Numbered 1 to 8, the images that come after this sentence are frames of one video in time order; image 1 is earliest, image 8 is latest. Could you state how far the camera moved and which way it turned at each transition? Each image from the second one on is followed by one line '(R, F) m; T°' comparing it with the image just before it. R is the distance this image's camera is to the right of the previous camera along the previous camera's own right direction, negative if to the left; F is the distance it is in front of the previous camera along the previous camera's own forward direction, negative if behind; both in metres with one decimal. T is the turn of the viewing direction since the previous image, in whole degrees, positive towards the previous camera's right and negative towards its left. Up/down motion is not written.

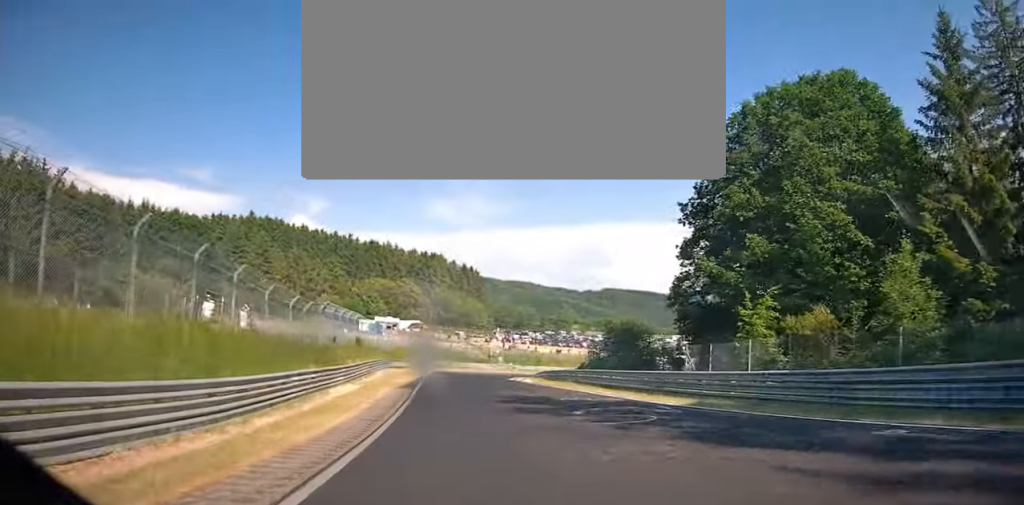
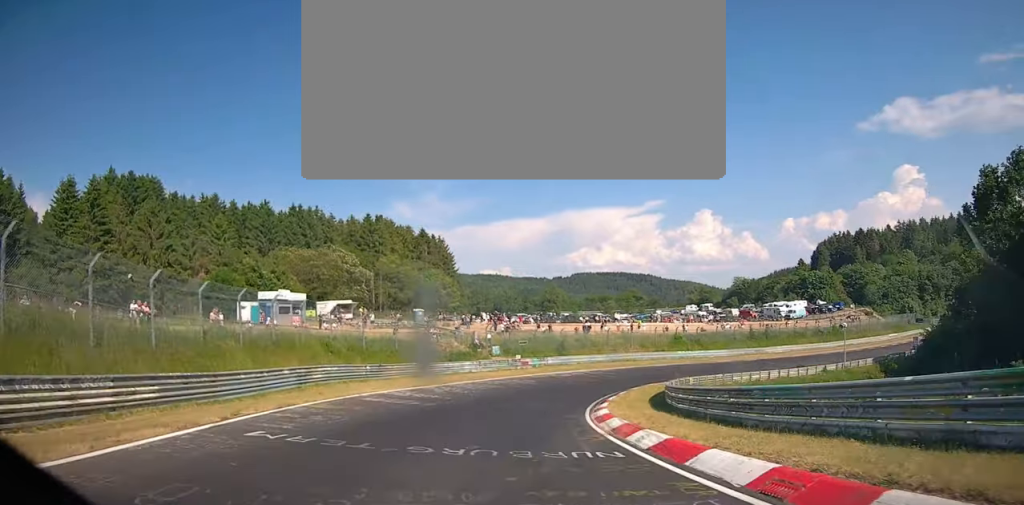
(+1.7, +53.0) m; +8°
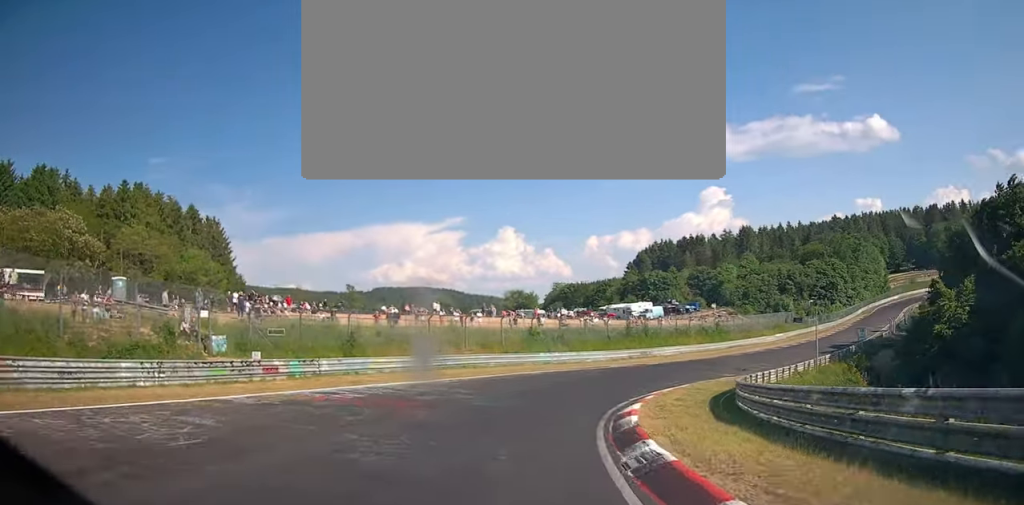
(+3.3, +29.5) m; +16°
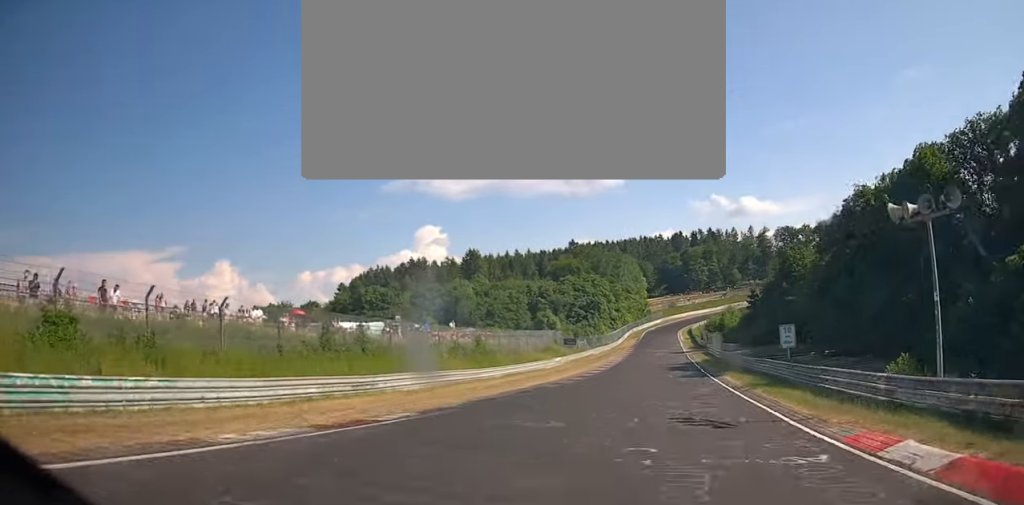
(+8.6, +31.4) m; +31°
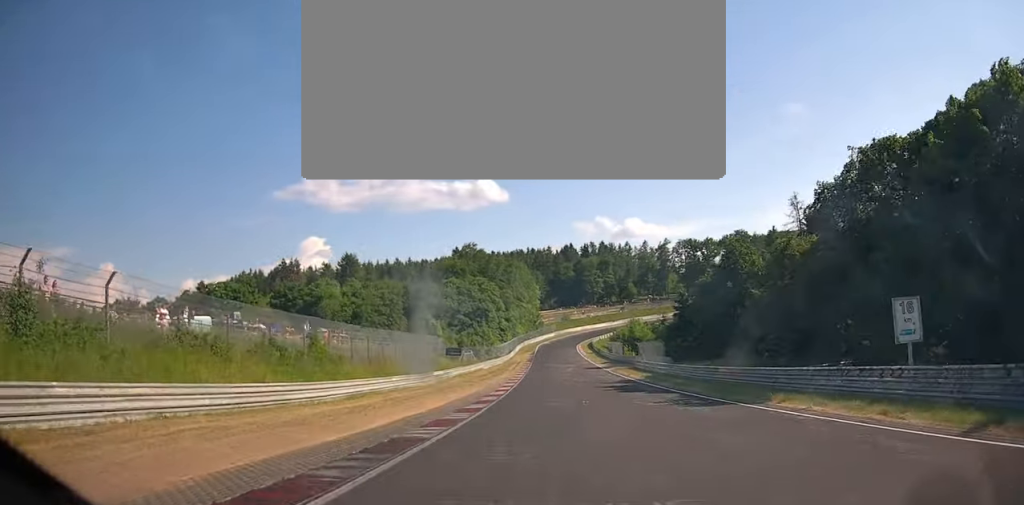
(+2.3, +17.9) m; +14°
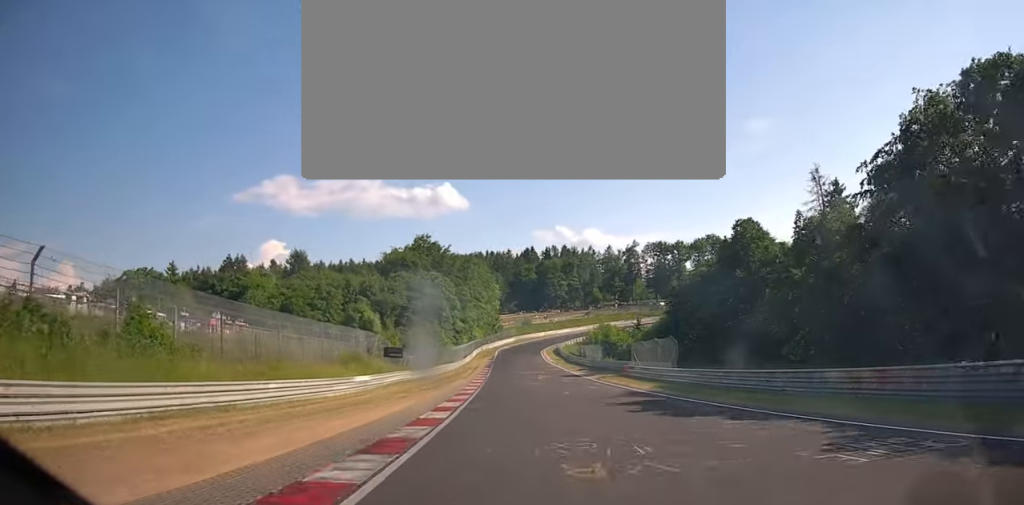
(+1.6, +13.6) m; +5°
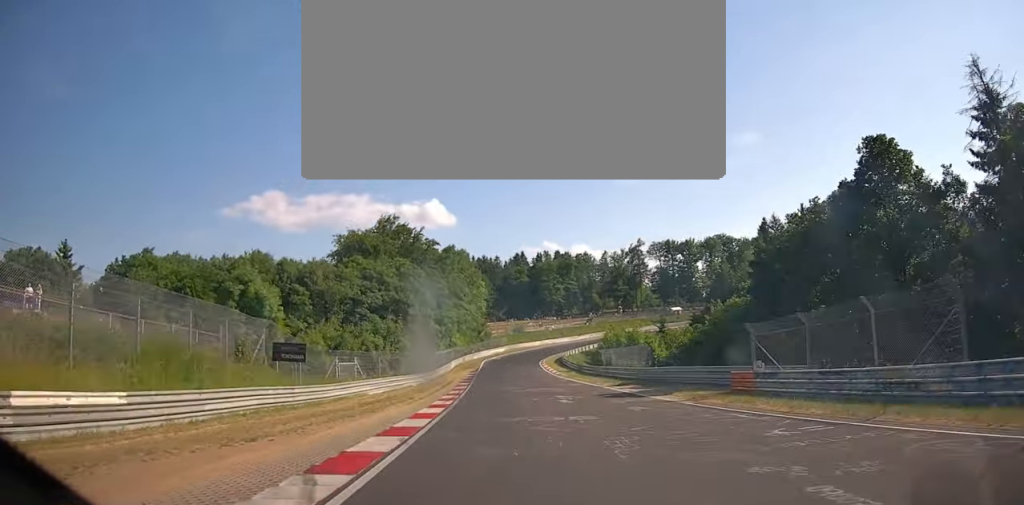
(+1.8, +24.3) m; +6°
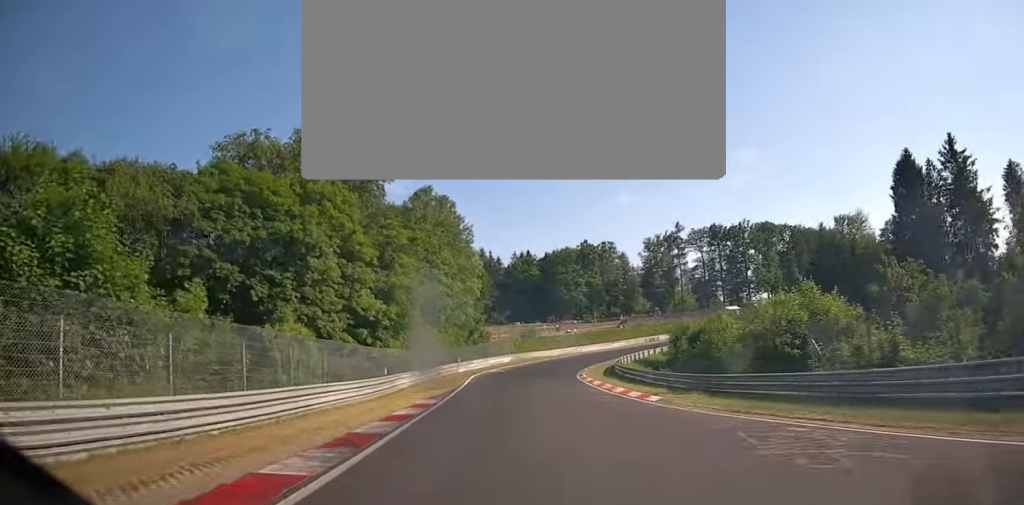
(+1.4, +40.7) m; +3°
